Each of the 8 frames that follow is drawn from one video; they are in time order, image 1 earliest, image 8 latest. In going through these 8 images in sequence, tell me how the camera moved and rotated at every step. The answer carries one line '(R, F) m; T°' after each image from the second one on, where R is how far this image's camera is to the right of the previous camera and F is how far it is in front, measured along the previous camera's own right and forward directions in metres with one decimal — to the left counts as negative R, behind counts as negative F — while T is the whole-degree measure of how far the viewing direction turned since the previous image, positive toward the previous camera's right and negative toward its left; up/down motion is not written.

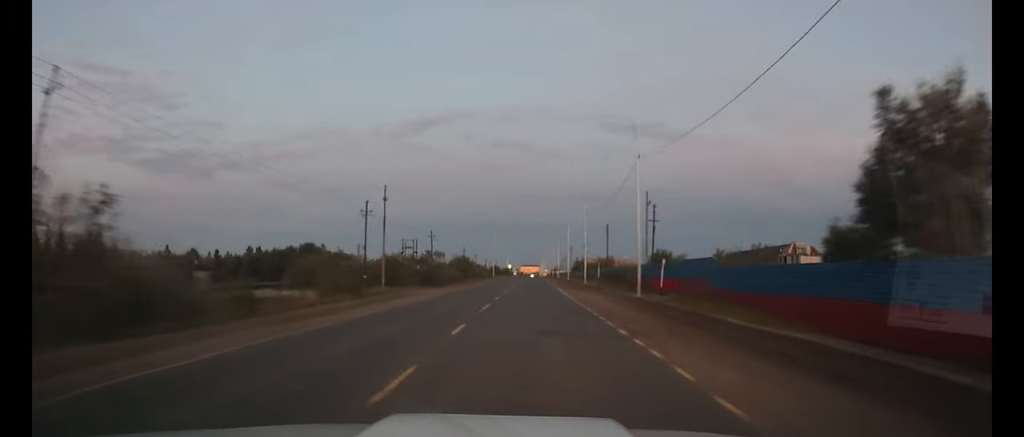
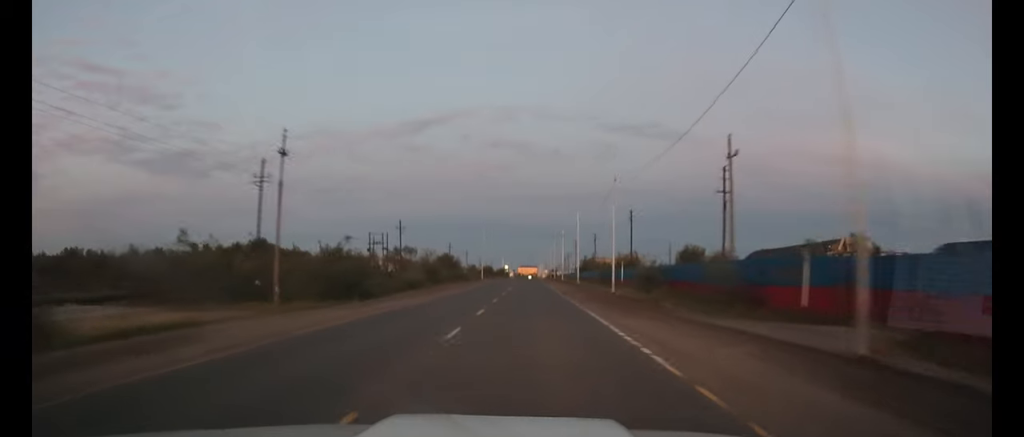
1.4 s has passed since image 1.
(+0.2, +25.2) m; +1°
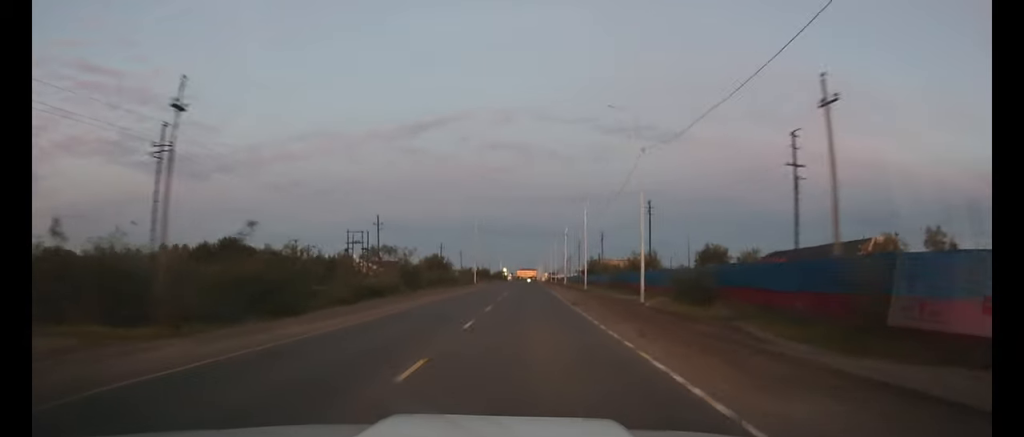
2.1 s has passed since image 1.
(0.0, +12.1) m; 0°
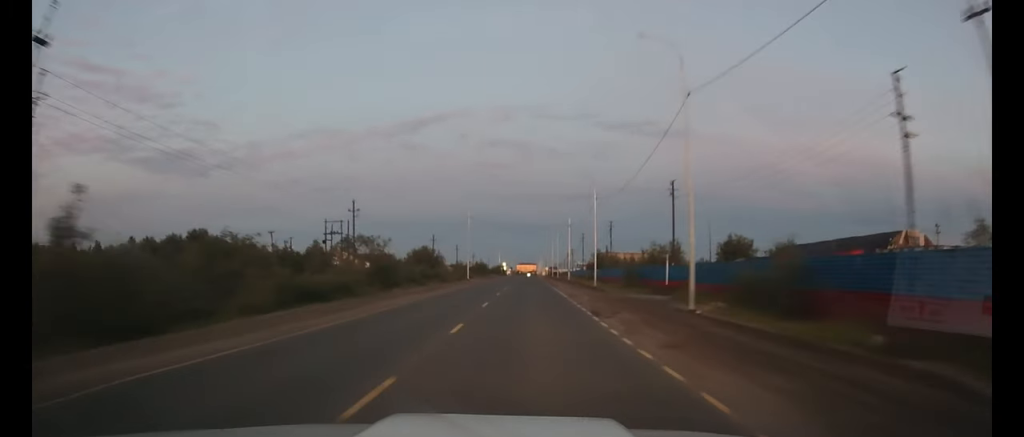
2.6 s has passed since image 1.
(0.0, +10.3) m; 0°
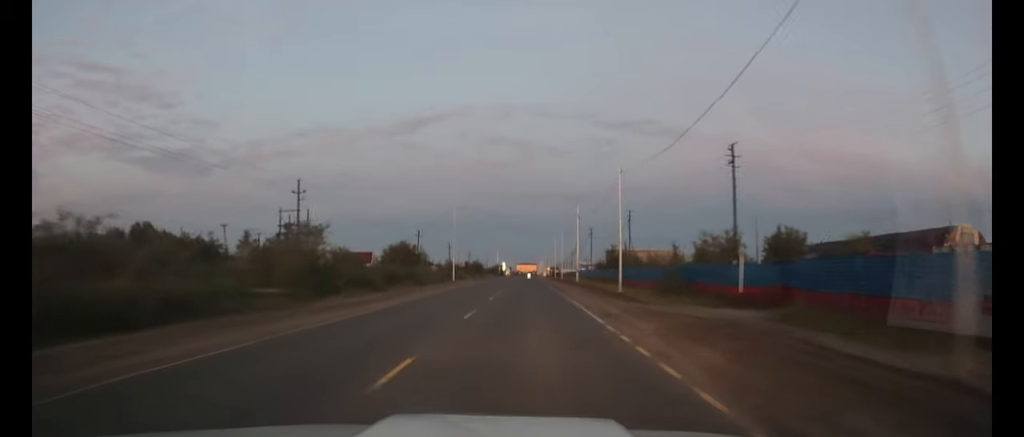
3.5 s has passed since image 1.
(0.0, +15.9) m; 0°
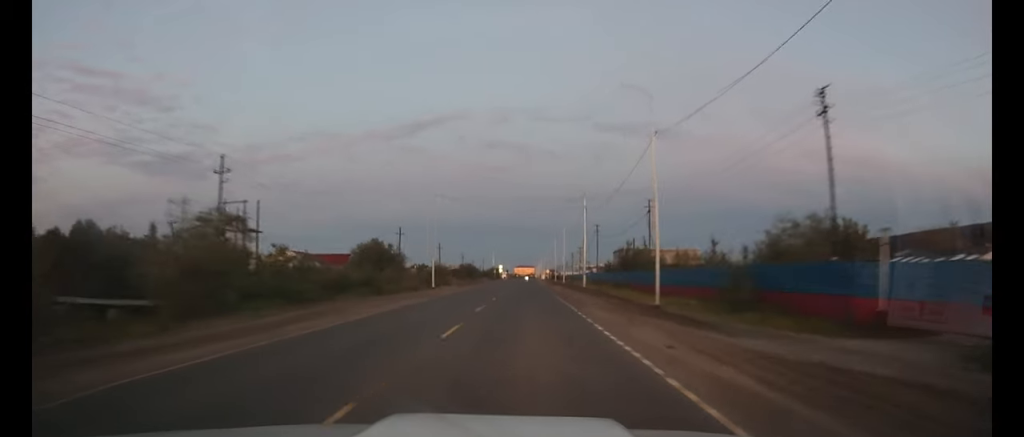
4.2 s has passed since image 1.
(0.0, +12.9) m; 0°
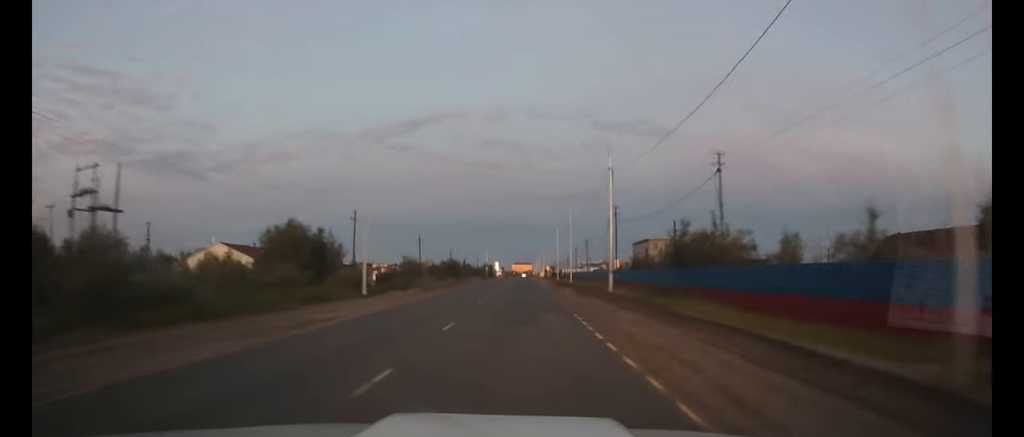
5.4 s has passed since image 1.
(0.0, +22.2) m; 0°
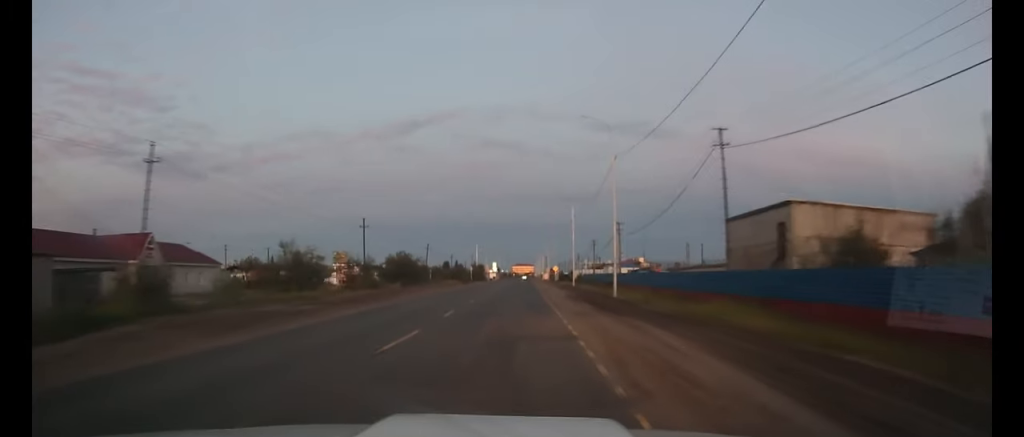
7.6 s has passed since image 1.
(0.0, +39.8) m; 0°
